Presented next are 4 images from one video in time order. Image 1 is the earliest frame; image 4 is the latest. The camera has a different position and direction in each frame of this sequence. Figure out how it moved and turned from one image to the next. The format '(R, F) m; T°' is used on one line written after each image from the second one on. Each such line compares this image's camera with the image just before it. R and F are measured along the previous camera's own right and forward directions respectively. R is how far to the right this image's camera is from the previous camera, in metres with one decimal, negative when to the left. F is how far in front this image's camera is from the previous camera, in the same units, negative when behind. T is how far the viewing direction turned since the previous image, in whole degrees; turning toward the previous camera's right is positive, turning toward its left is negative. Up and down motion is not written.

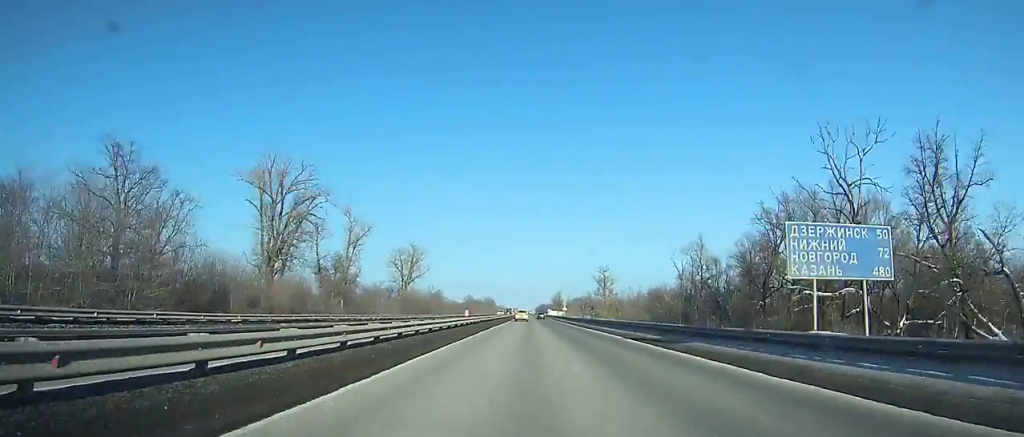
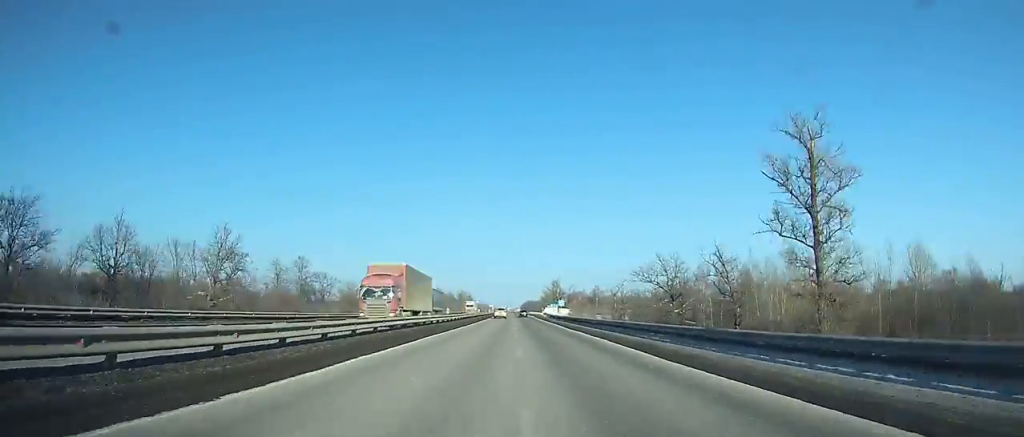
(+1.4, +161.1) m; +1°
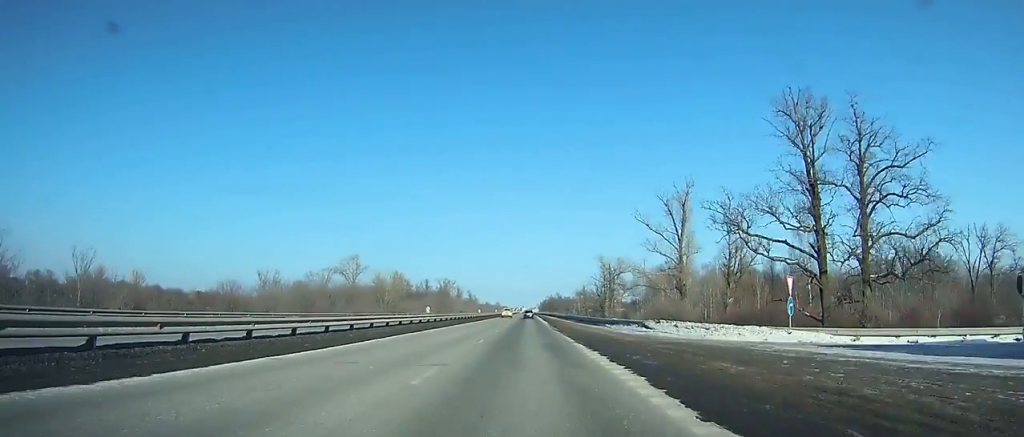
(-1.9, +258.8) m; -1°
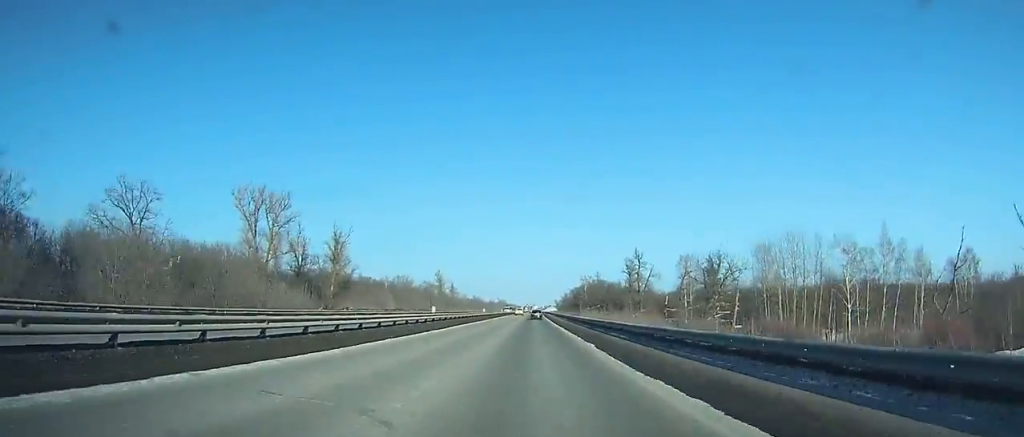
(-2.2, +301.8) m; -1°
